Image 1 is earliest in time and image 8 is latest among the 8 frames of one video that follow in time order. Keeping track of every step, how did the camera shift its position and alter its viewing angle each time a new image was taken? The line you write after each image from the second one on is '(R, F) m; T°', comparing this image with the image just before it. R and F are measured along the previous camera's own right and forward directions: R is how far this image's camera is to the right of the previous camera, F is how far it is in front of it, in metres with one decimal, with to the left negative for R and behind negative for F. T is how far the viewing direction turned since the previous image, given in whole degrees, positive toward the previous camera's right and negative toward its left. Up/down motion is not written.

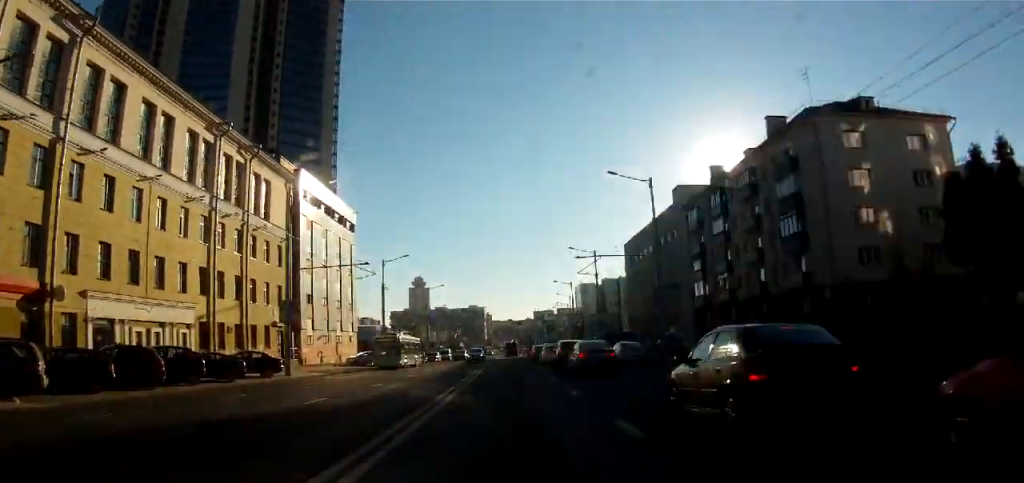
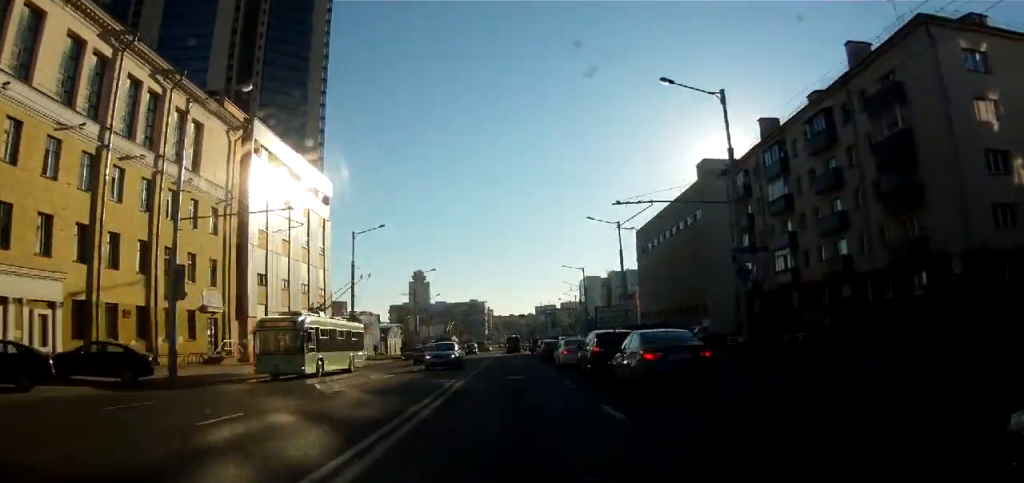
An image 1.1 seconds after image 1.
(0.0, +13.9) m; 0°
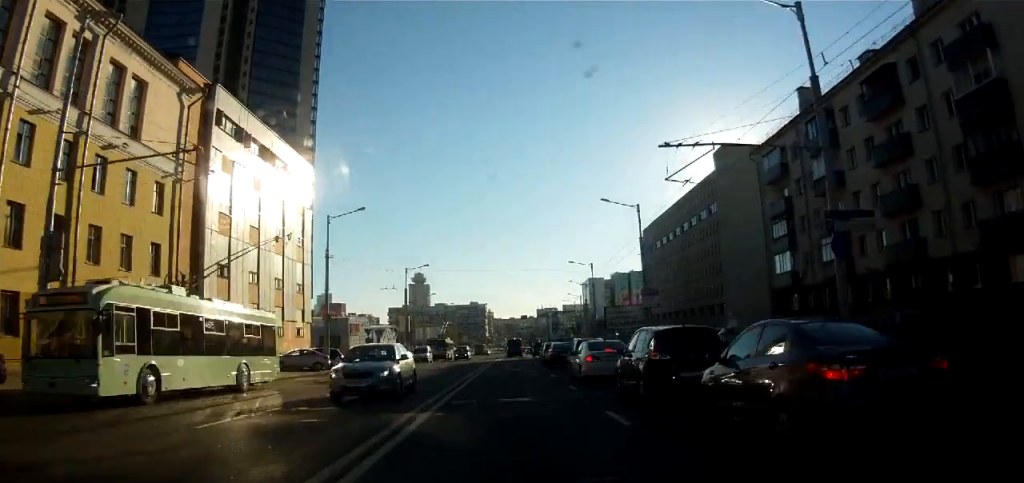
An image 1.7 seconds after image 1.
(0.0, +8.1) m; 0°
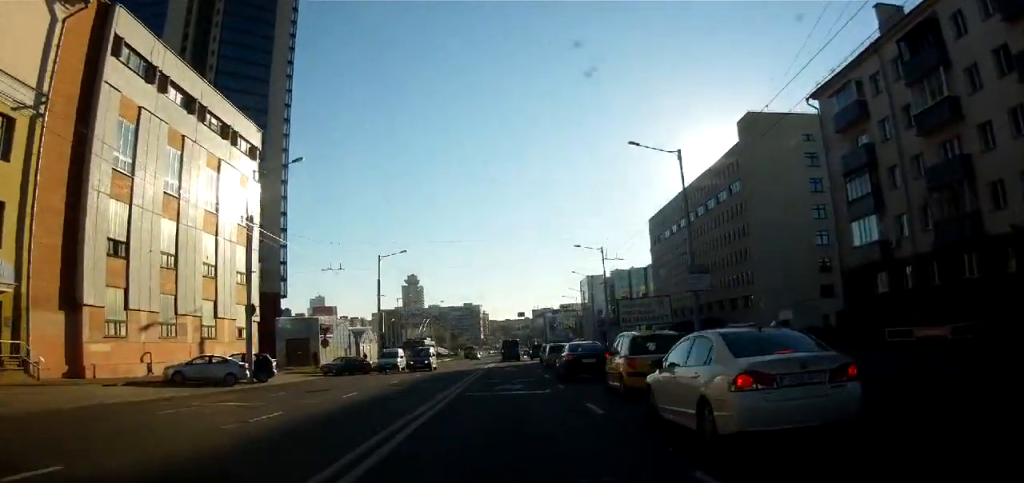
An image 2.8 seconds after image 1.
(0.0, +13.6) m; 0°
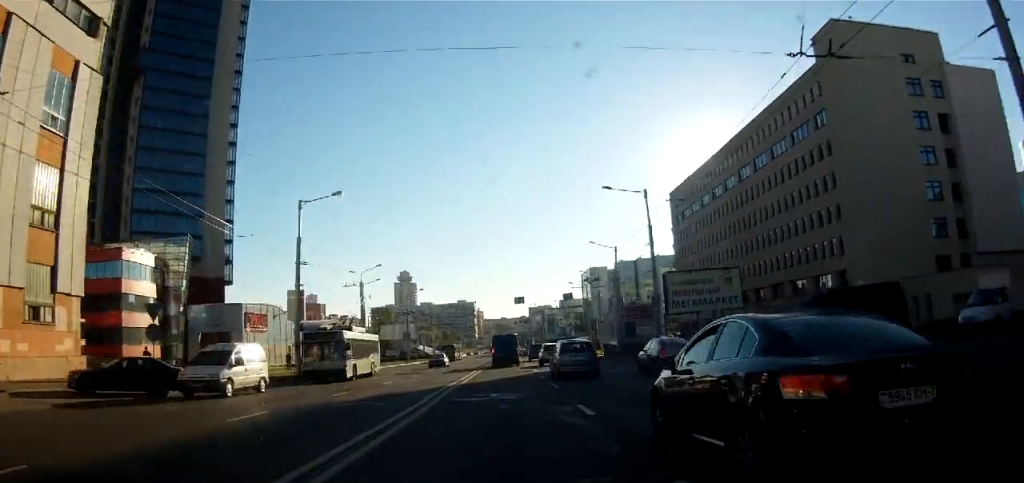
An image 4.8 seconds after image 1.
(0.0, +24.0) m; 0°
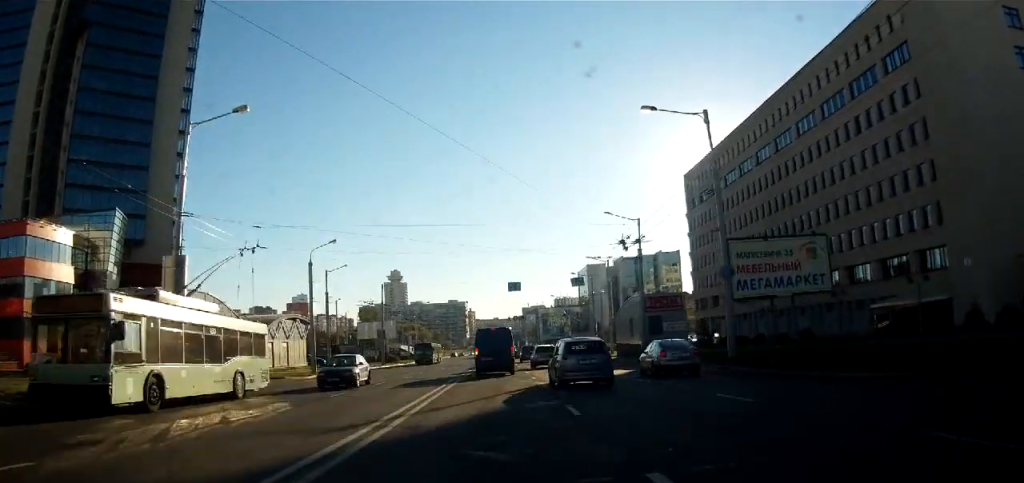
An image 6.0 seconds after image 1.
(+0.1, +15.1) m; +1°
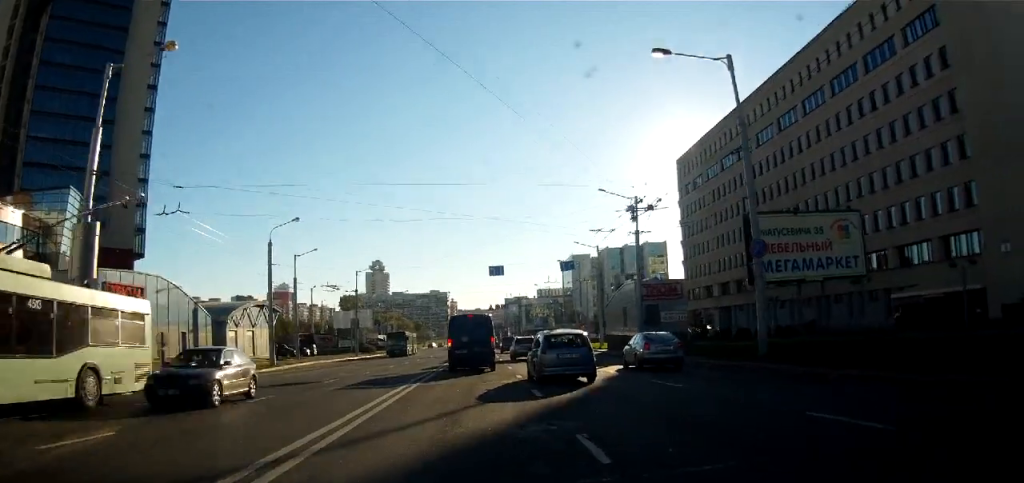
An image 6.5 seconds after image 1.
(0.0, +5.1) m; 0°
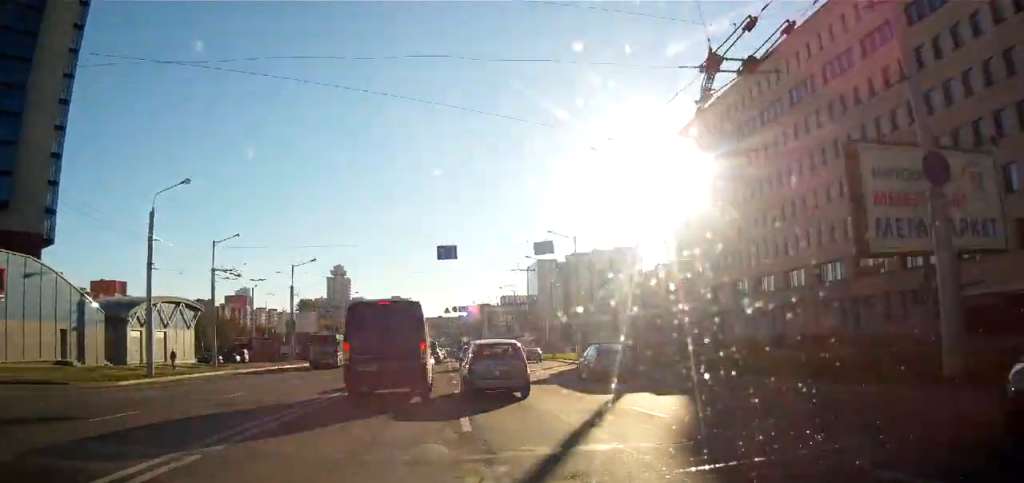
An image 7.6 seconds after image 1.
(0.0, +12.3) m; -2°
